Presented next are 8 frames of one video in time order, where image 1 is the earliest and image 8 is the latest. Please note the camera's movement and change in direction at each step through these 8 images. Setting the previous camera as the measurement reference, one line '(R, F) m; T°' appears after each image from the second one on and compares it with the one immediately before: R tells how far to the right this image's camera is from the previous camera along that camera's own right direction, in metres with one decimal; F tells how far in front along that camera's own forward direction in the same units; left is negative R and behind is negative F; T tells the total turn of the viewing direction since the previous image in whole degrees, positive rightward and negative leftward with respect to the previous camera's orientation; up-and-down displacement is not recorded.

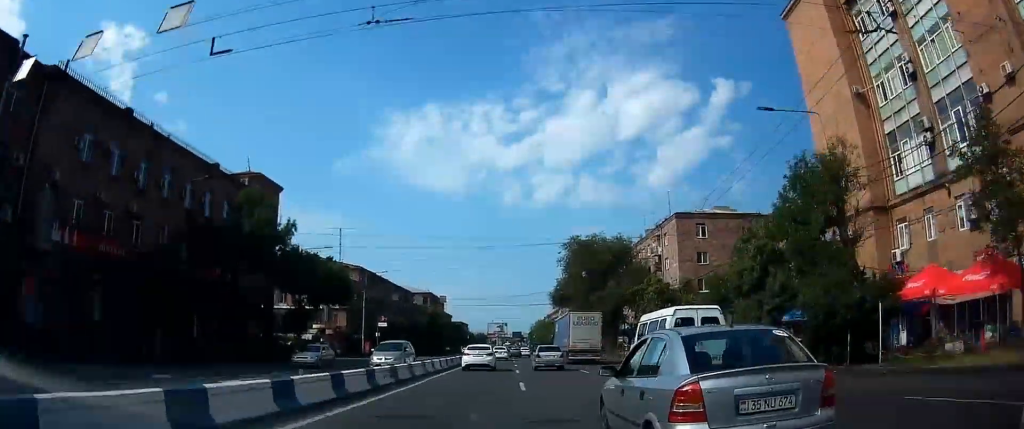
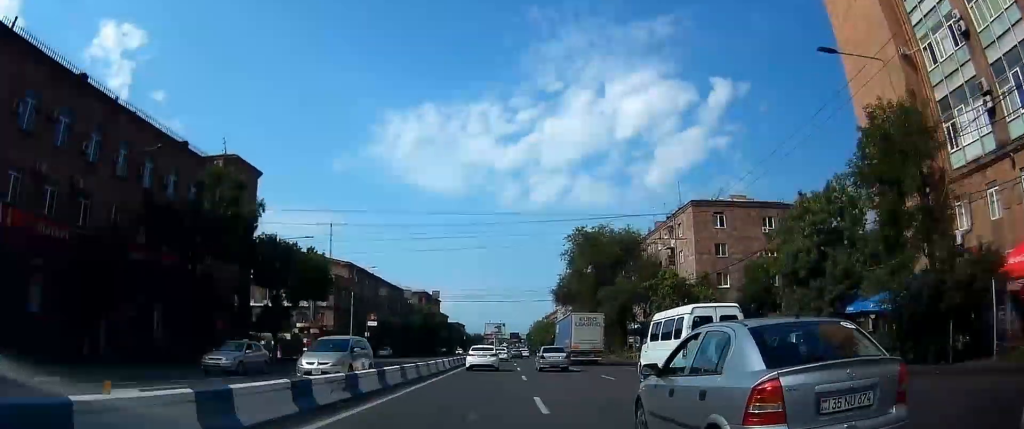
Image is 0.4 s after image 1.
(0.0, +6.7) m; -1°
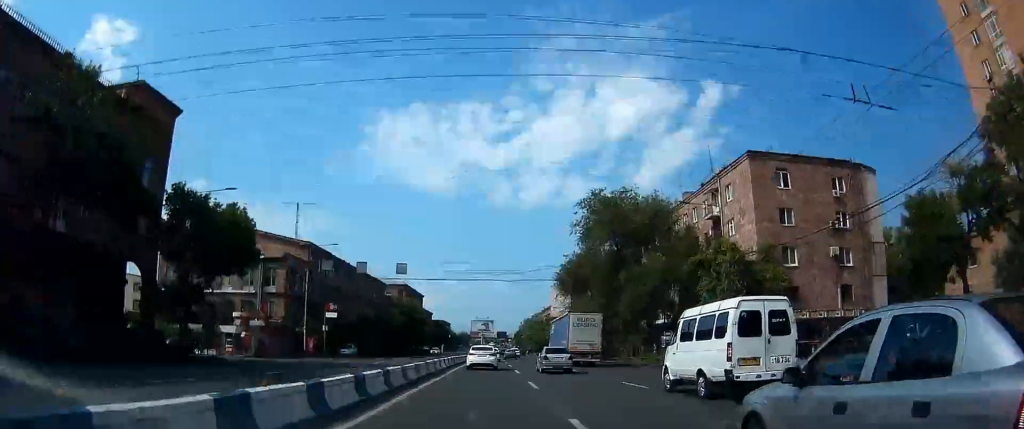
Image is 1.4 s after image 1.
(-0.4, +18.0) m; 0°
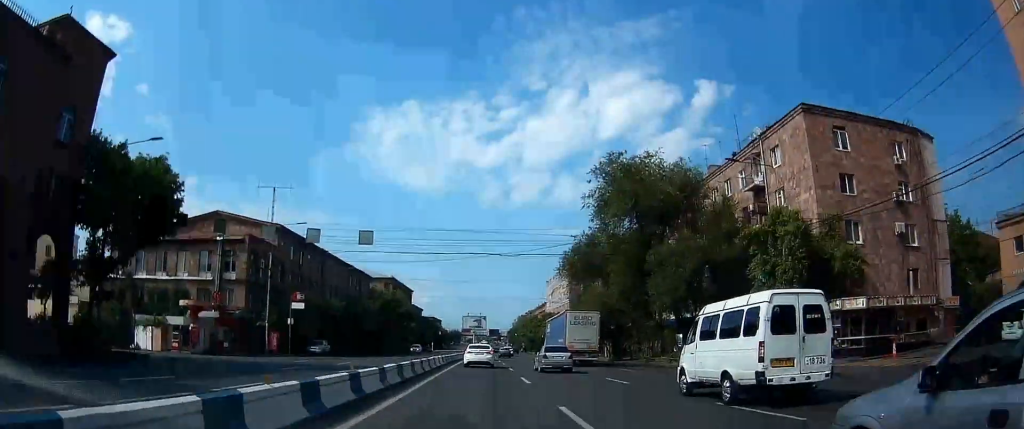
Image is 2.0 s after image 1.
(+0.2, +9.6) m; +1°
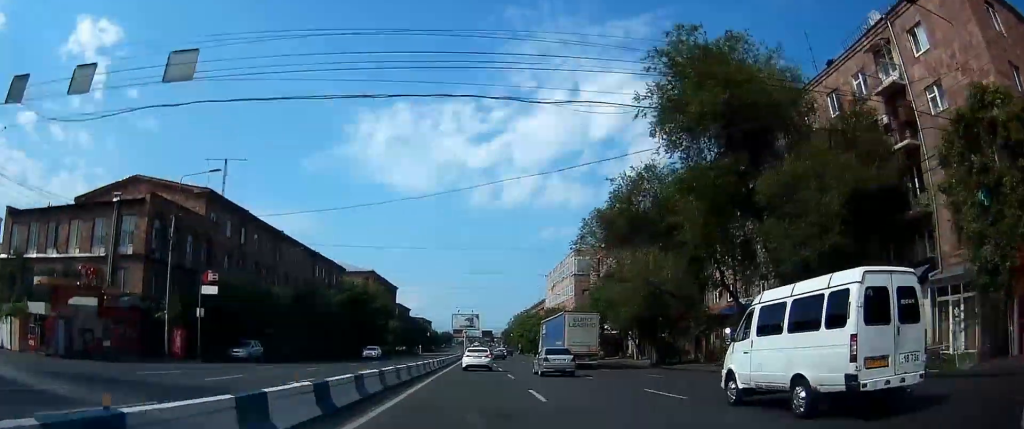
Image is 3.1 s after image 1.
(+0.3, +17.1) m; +1°
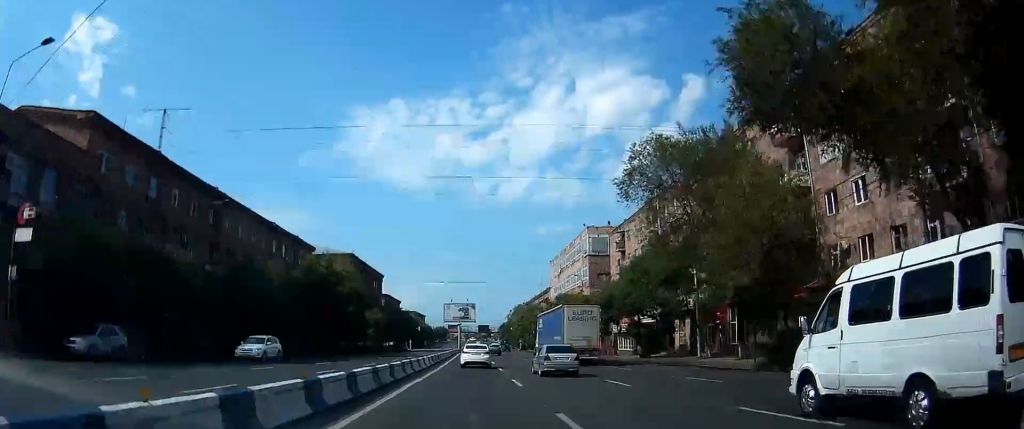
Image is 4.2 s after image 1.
(0.0, +18.4) m; +1°
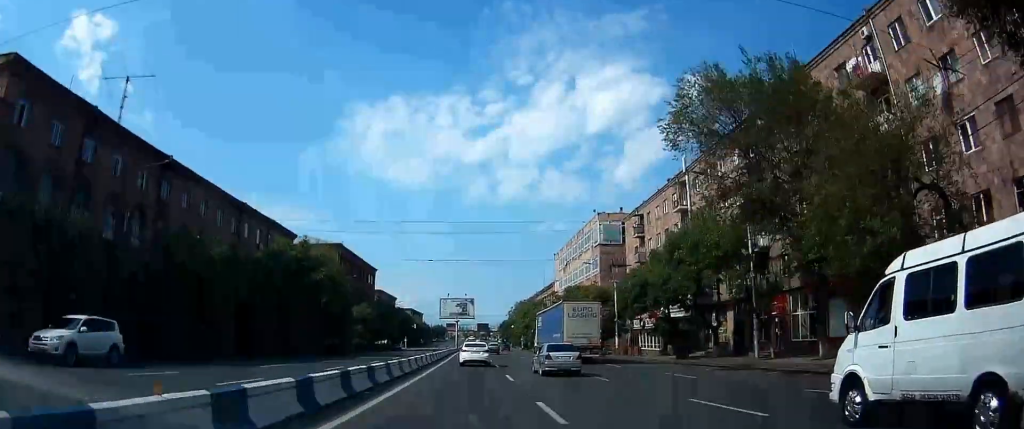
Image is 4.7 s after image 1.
(0.0, +9.4) m; +1°
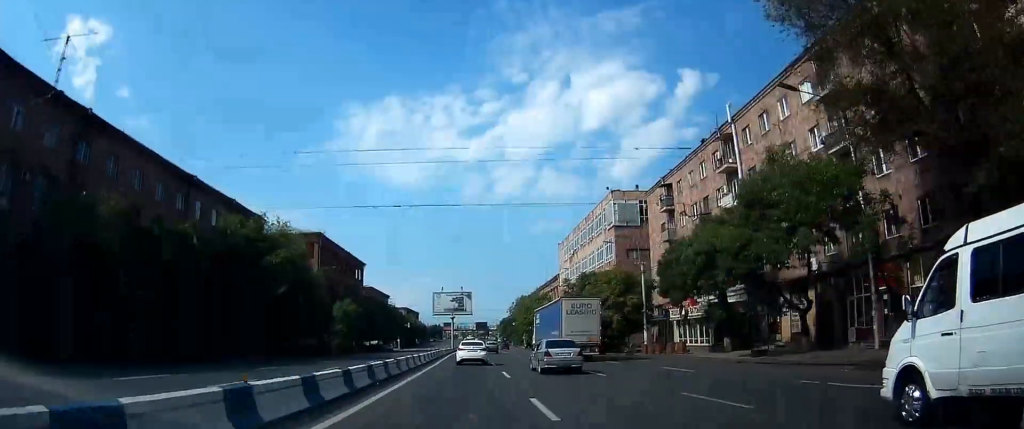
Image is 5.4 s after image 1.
(+0.3, +11.5) m; +1°
